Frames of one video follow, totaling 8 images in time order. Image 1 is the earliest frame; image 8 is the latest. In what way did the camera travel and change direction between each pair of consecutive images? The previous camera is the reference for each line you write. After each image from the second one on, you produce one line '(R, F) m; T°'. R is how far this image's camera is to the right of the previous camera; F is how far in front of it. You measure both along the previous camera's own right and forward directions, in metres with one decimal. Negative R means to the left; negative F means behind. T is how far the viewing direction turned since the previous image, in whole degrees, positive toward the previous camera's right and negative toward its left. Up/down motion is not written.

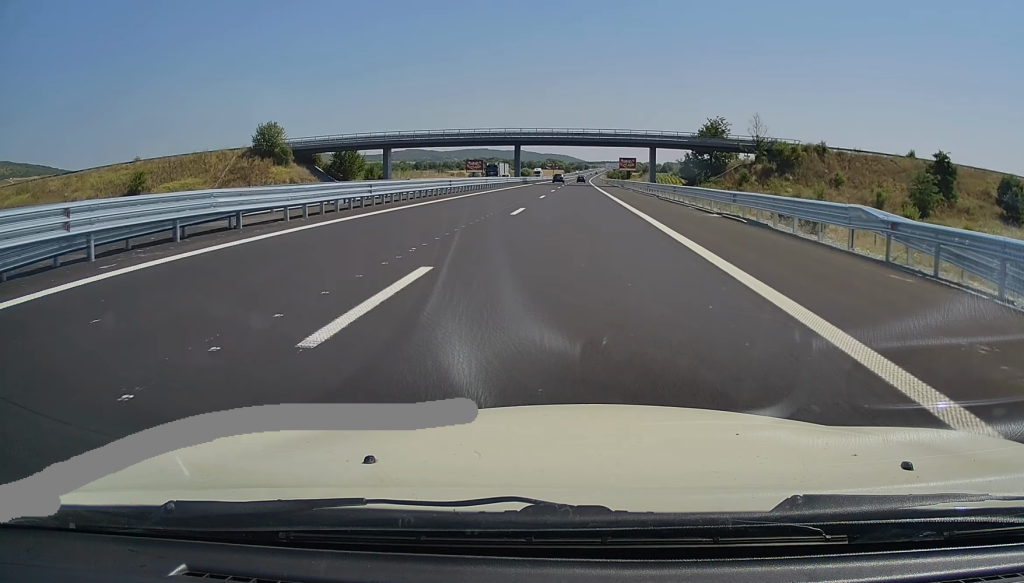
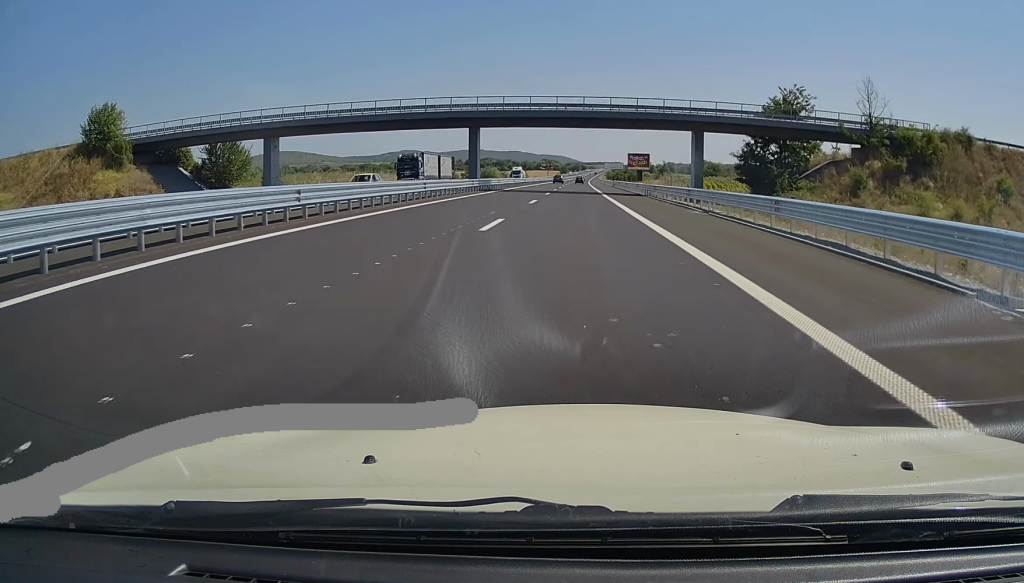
(-0.2, +38.3) m; 0°
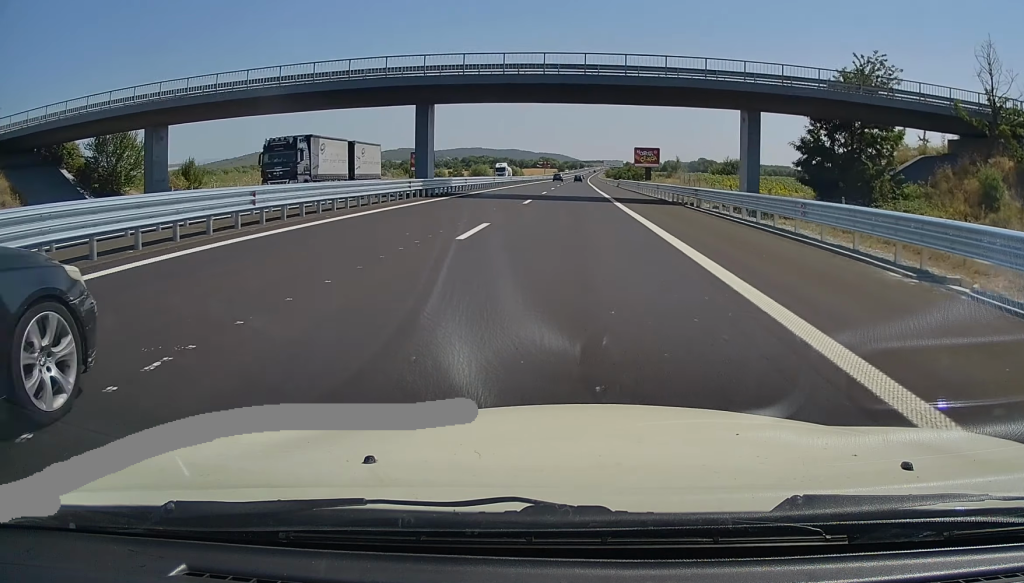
(+0.2, +18.6) m; 0°
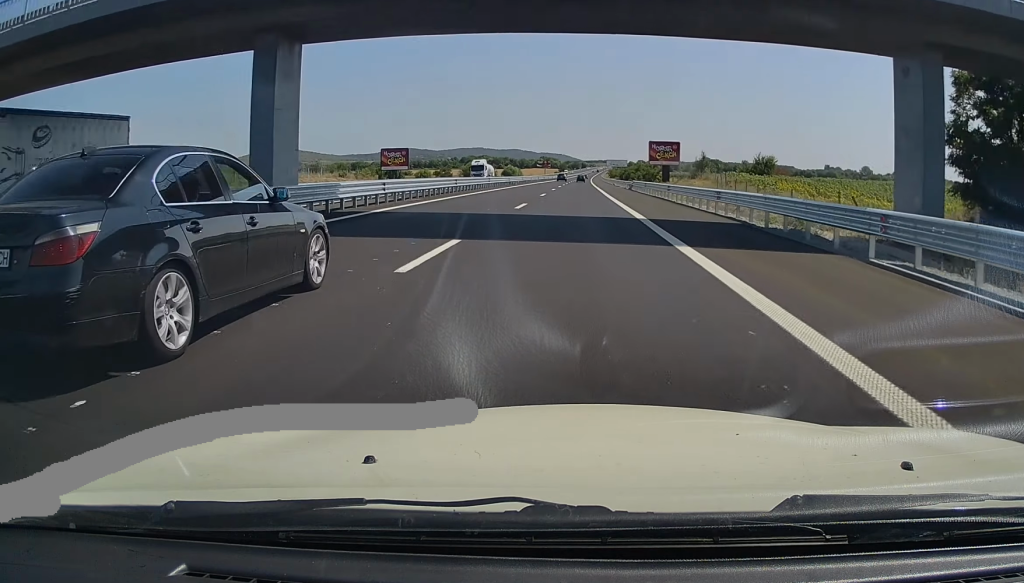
(0.0, +20.7) m; 0°
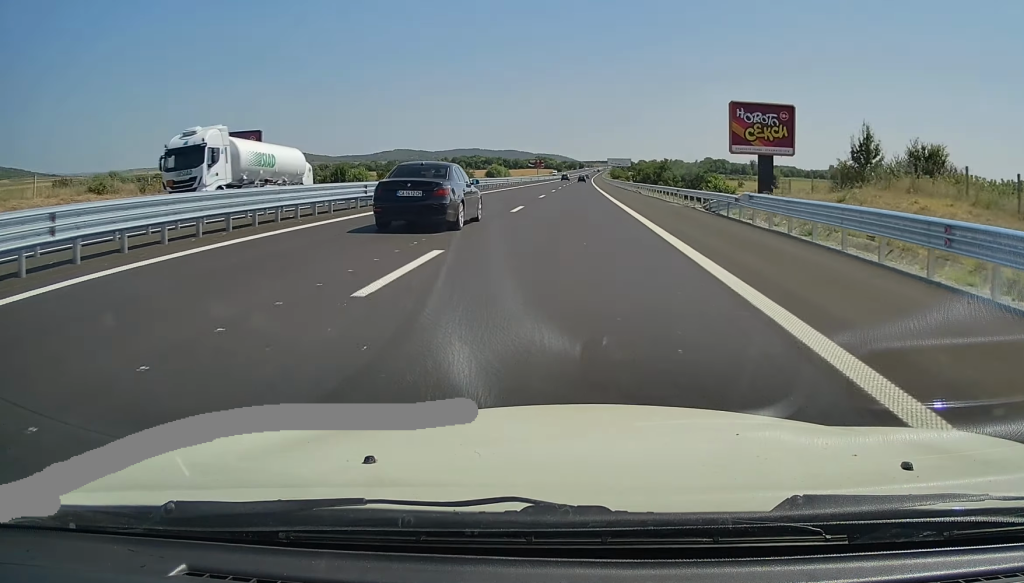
(-0.6, +50.5) m; 0°
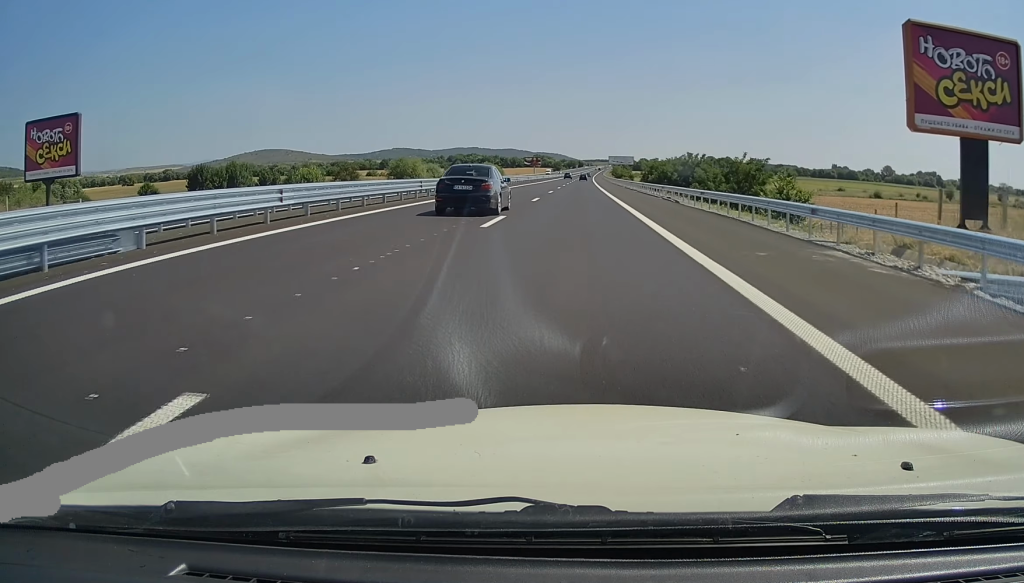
(+0.3, +23.5) m; 0°
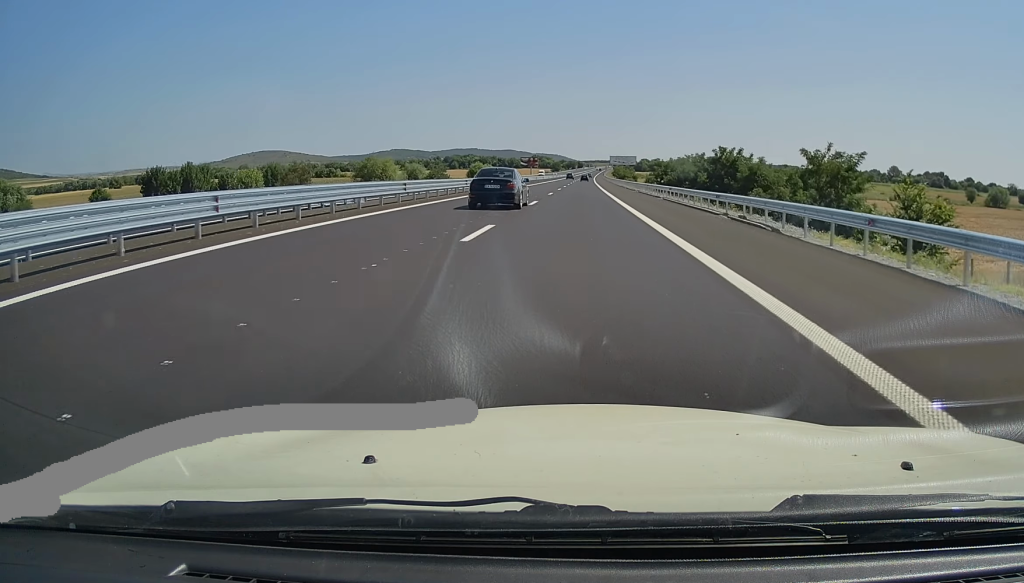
(-0.1, +19.3) m; 0°
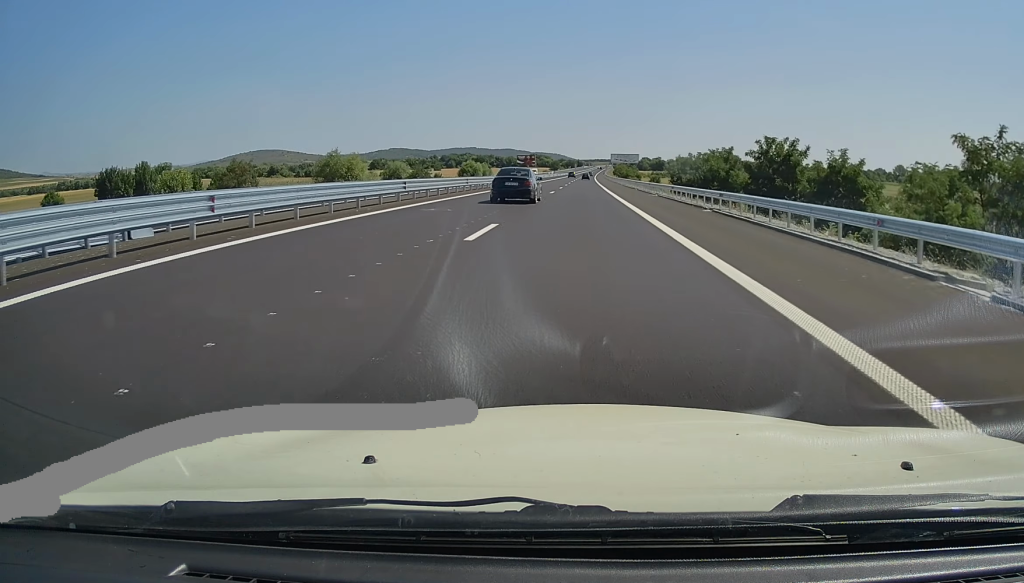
(-0.1, +16.3) m; 0°
